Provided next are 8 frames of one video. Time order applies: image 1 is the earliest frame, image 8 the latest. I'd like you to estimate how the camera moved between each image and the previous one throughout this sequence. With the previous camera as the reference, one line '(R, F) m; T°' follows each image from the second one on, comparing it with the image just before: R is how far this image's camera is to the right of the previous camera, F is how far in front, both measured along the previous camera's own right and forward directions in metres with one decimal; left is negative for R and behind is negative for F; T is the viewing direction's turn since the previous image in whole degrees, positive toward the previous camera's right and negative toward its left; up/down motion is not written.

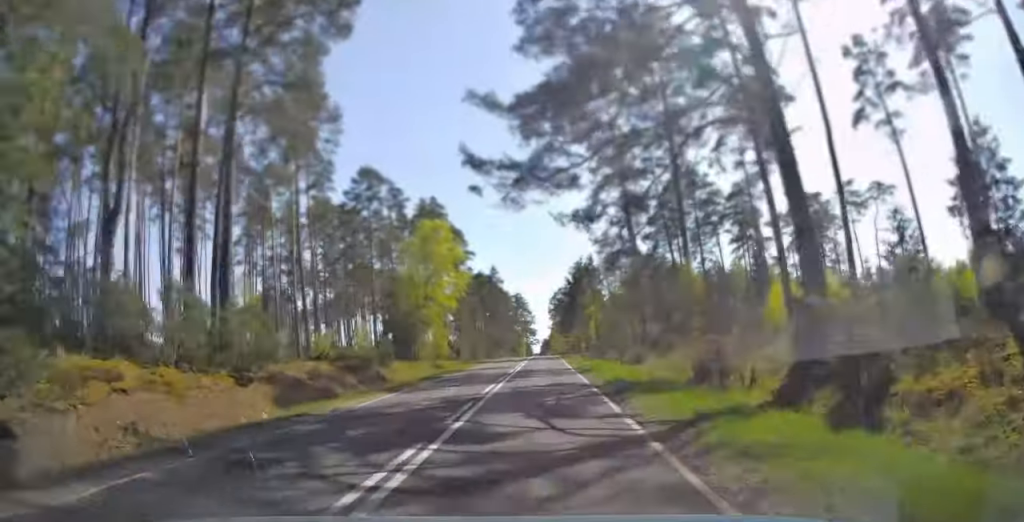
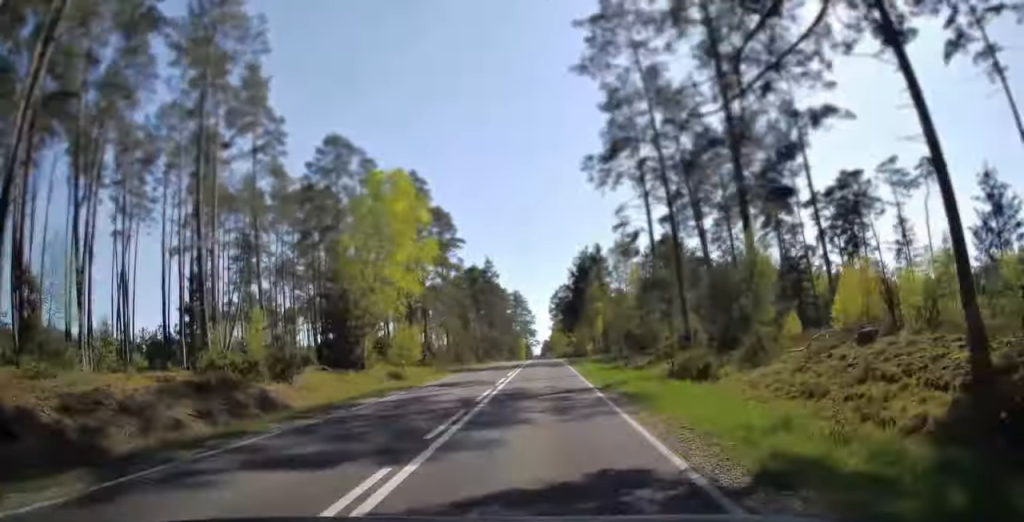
(0.0, +14.0) m; 0°
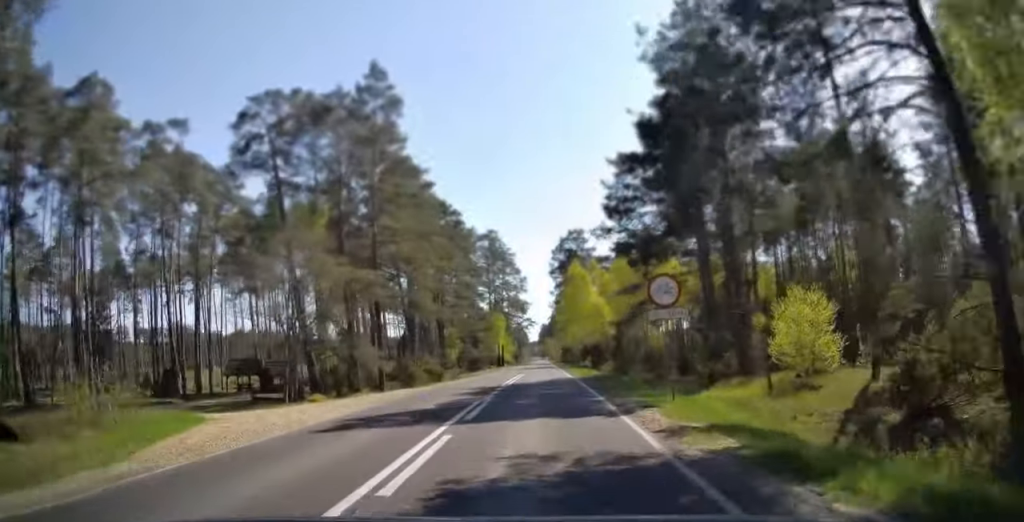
(-0.1, +86.4) m; 0°
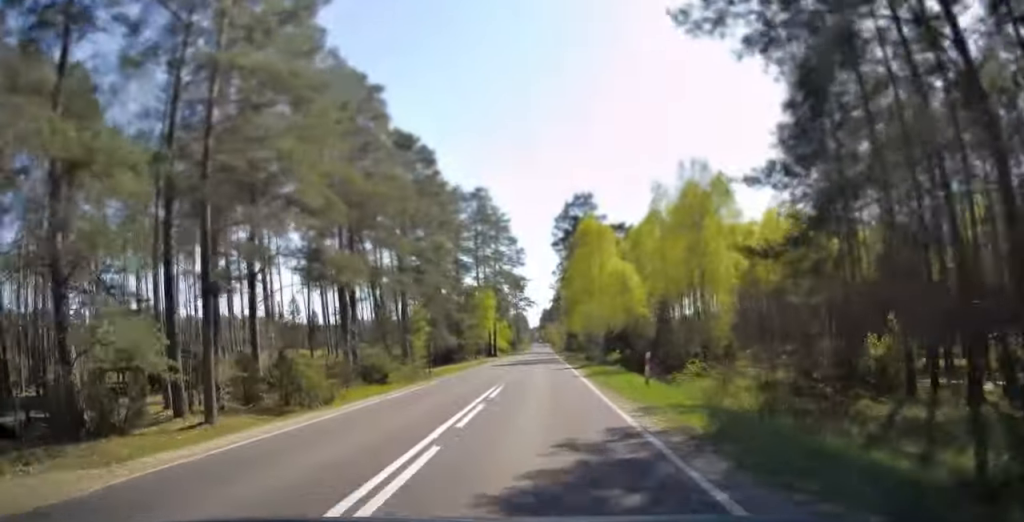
(0.0, +21.7) m; 0°
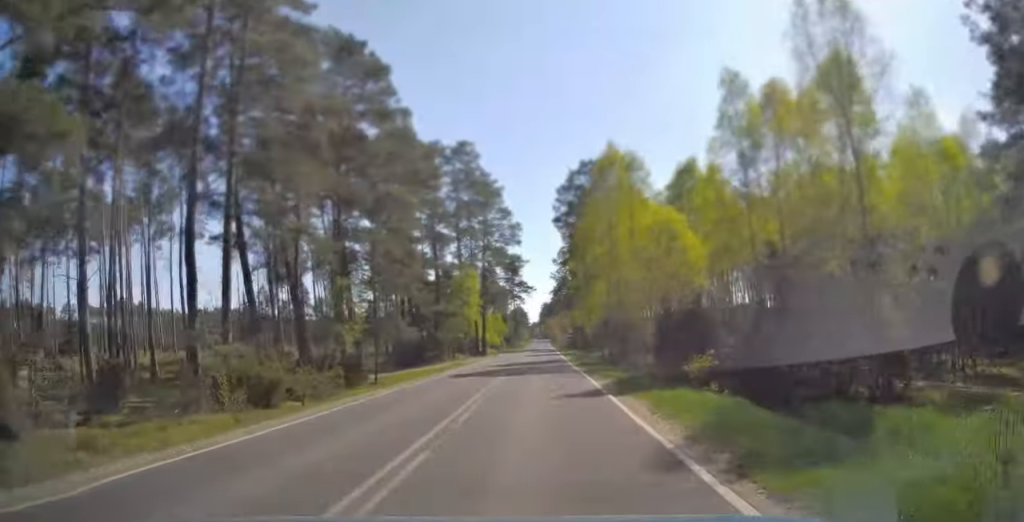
(0.0, +19.0) m; 0°
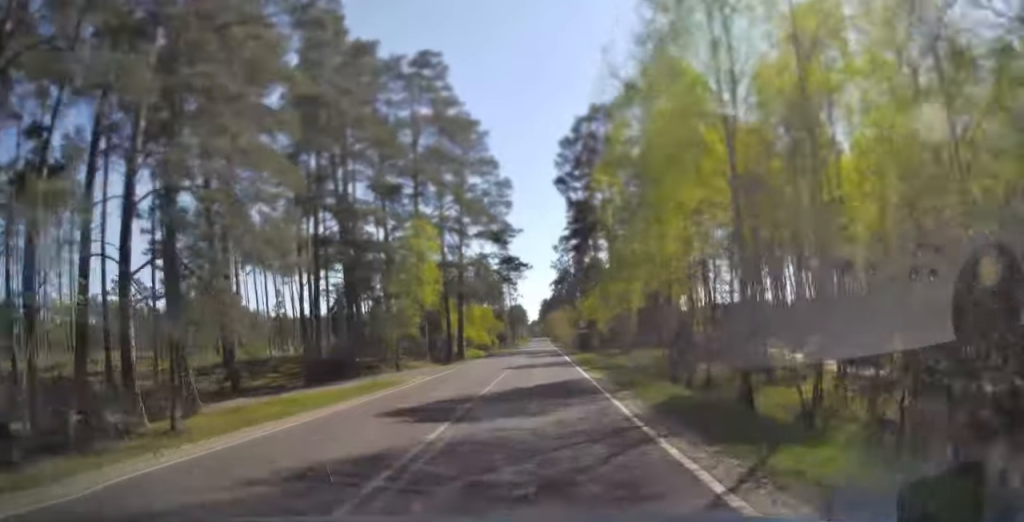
(0.0, +23.3) m; 0°
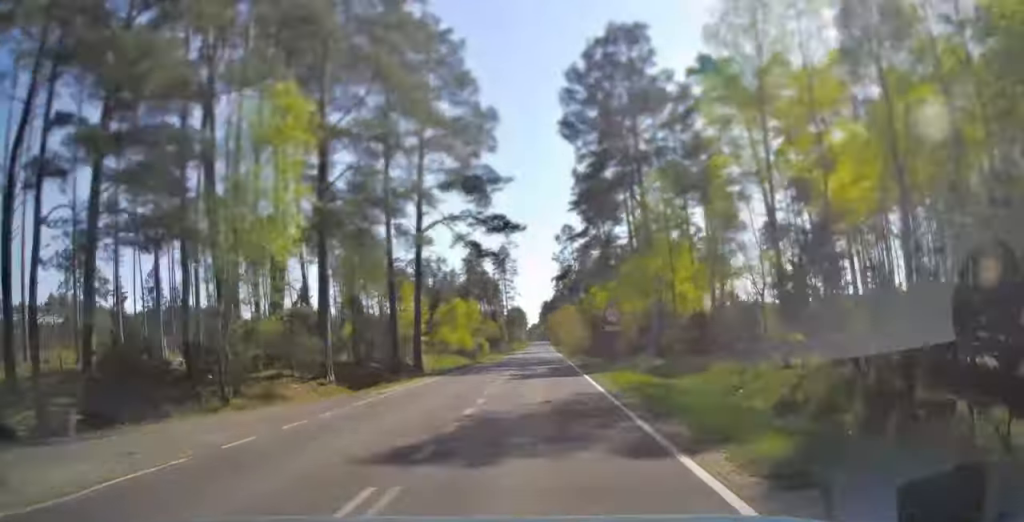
(0.0, +20.9) m; 0°
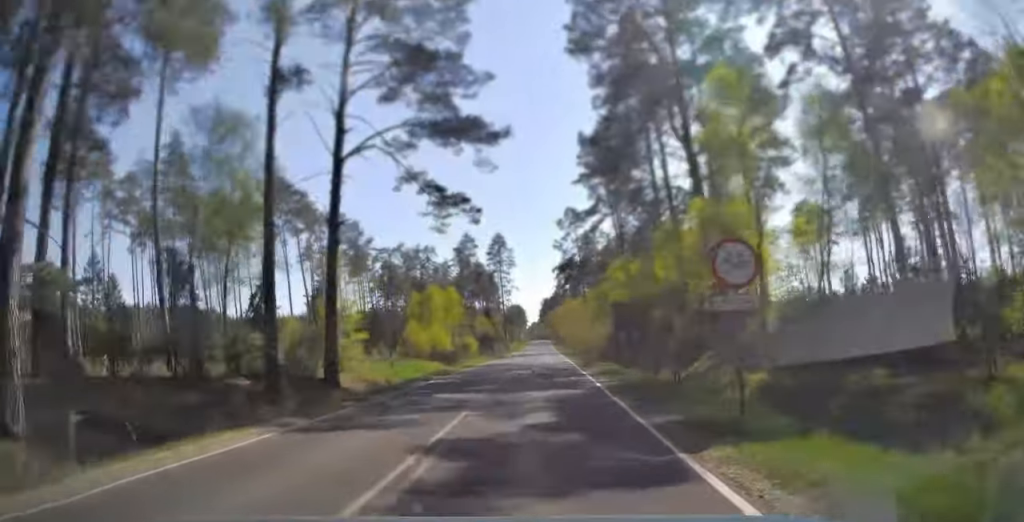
(0.0, +16.7) m; 0°
